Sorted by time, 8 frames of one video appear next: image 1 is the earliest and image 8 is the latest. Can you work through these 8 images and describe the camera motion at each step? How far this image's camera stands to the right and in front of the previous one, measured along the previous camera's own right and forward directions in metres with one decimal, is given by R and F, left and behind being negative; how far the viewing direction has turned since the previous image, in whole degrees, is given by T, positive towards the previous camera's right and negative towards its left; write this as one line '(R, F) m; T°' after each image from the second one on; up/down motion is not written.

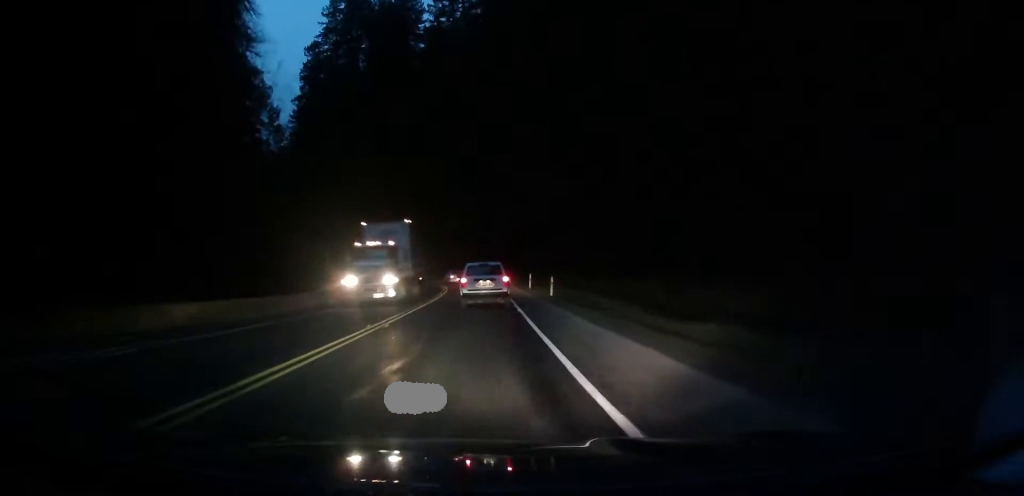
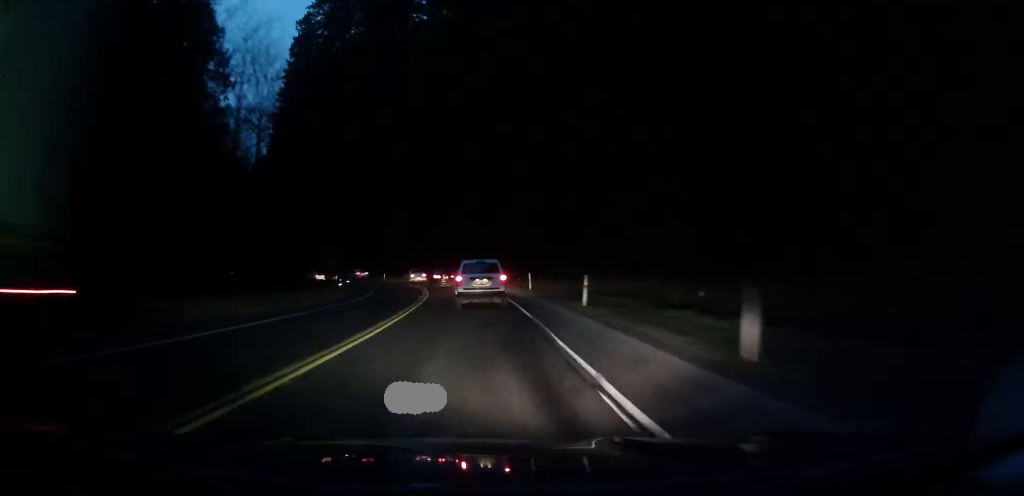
(+0.6, +22.8) m; +4°
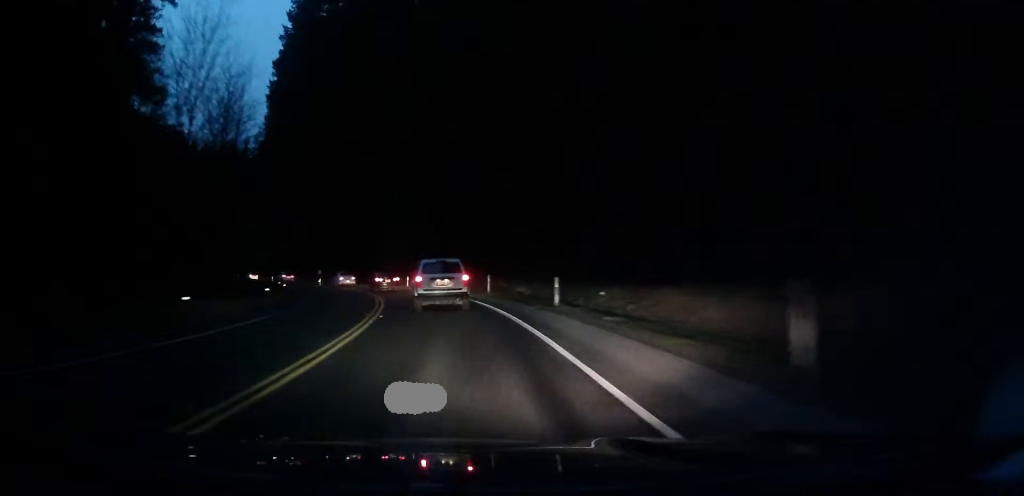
(+0.2, +28.8) m; 0°
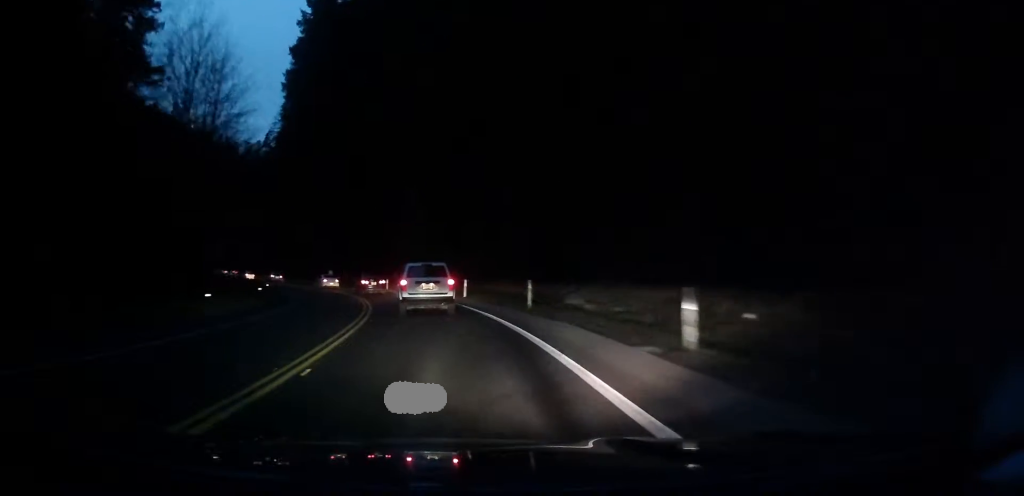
(-0.1, +10.9) m; -1°
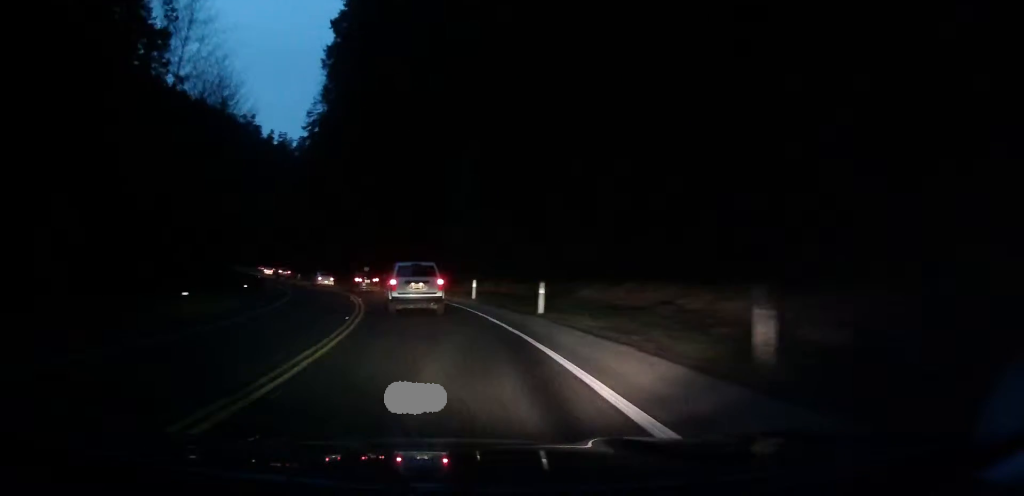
(+0.1, +15.5) m; -1°
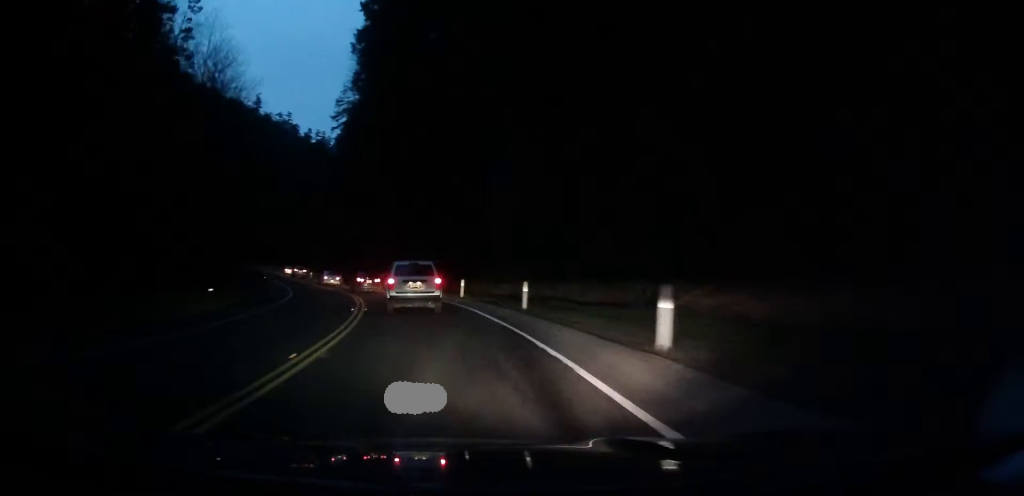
(-0.1, +9.1) m; -3°
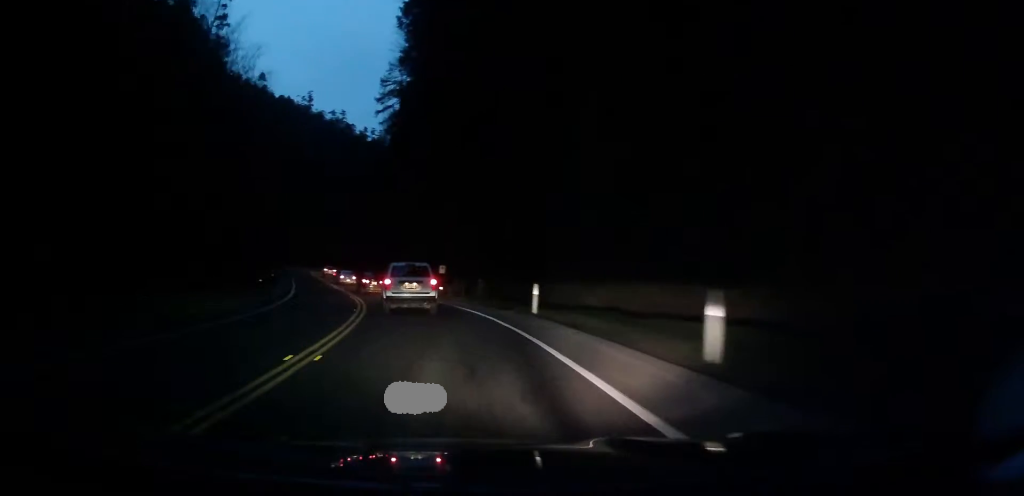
(-0.6, +13.1) m; -7°
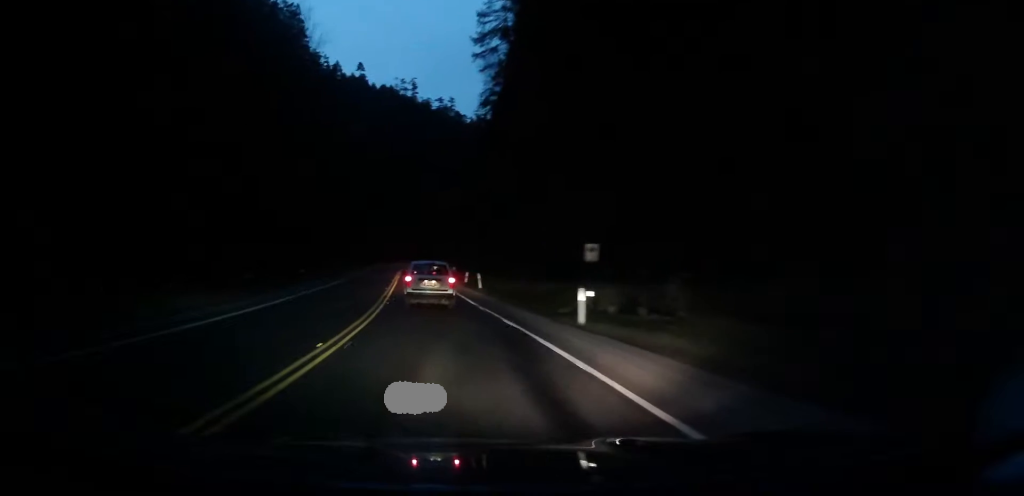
(-2.7, +24.2) m; -9°
